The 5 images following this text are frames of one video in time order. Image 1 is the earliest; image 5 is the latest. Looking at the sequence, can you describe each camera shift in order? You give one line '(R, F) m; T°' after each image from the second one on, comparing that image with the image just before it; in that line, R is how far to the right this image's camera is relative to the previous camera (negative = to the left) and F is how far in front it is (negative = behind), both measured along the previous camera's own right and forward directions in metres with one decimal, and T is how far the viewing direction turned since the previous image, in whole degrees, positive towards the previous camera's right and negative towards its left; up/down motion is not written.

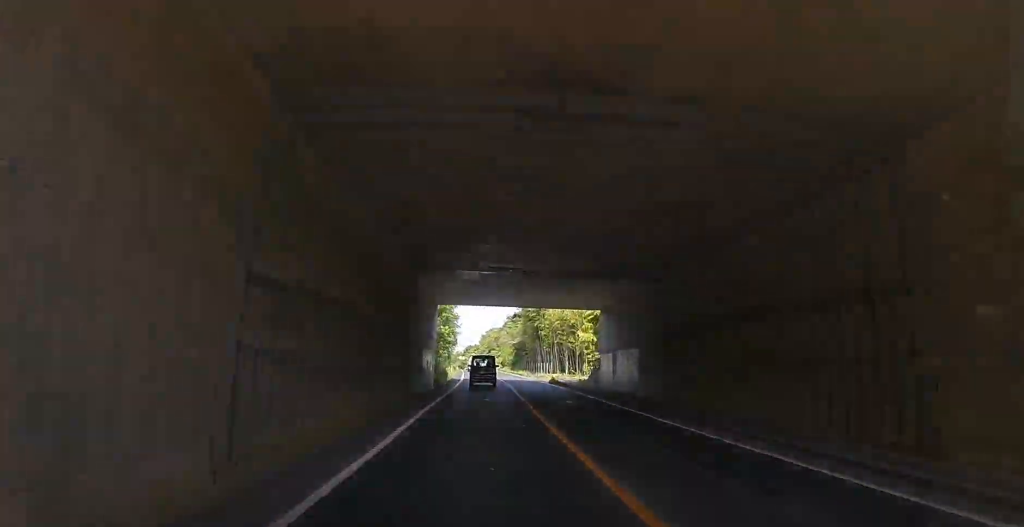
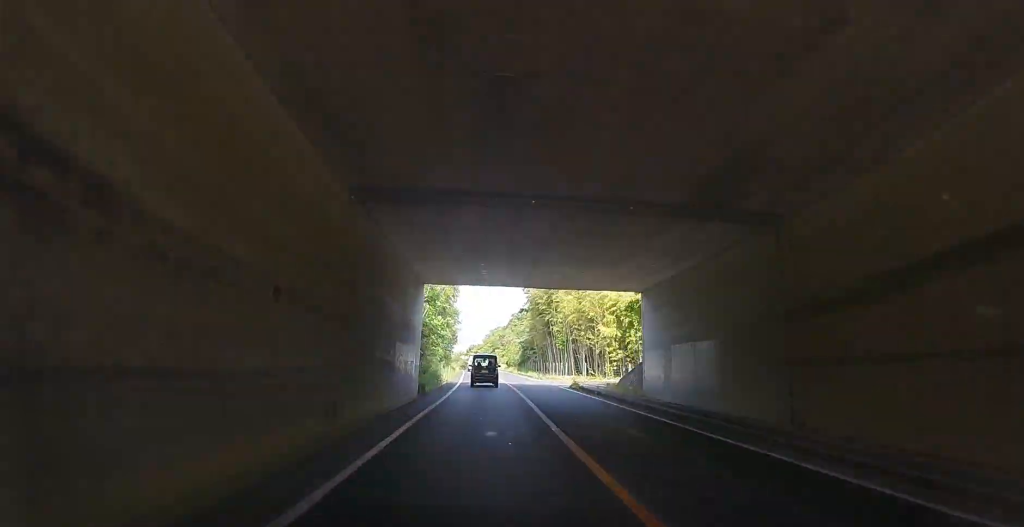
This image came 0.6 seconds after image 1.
(+0.1, +7.3) m; 0°
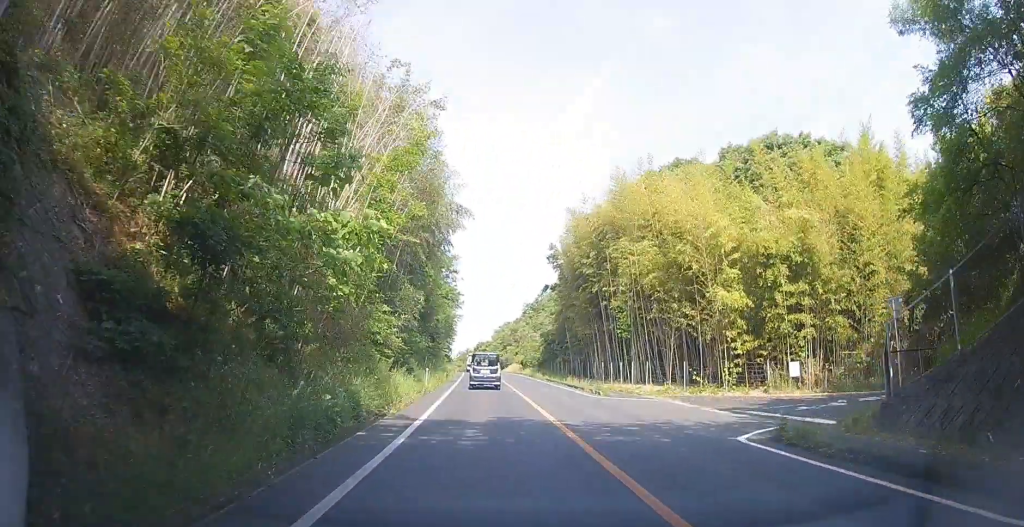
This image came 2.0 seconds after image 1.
(0.0, +18.9) m; 0°
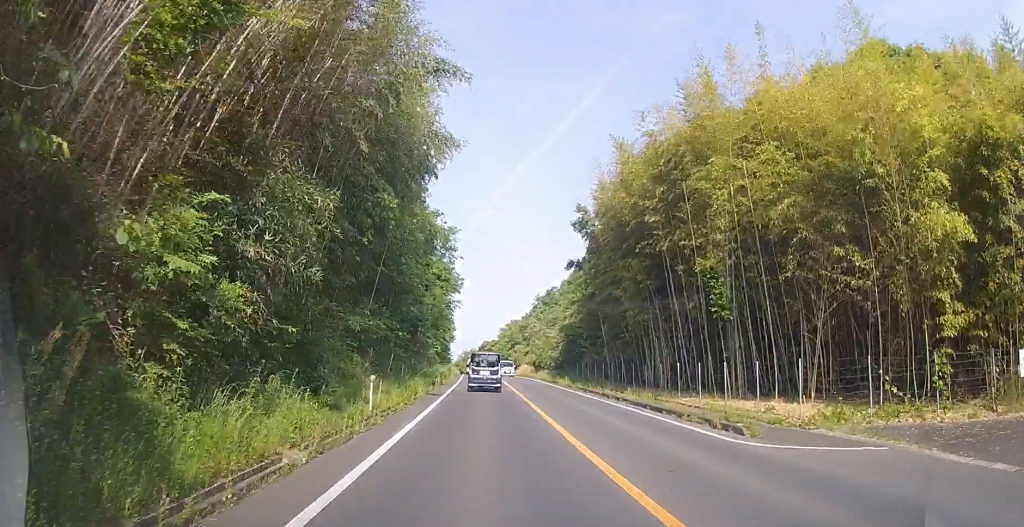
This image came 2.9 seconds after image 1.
(0.0, +11.0) m; 0°
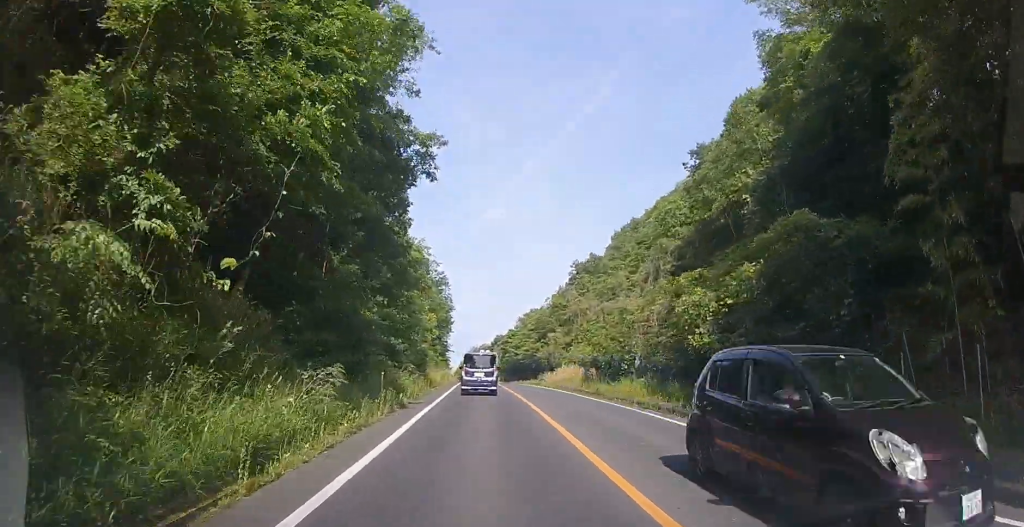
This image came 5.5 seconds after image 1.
(0.0, +31.5) m; 0°
